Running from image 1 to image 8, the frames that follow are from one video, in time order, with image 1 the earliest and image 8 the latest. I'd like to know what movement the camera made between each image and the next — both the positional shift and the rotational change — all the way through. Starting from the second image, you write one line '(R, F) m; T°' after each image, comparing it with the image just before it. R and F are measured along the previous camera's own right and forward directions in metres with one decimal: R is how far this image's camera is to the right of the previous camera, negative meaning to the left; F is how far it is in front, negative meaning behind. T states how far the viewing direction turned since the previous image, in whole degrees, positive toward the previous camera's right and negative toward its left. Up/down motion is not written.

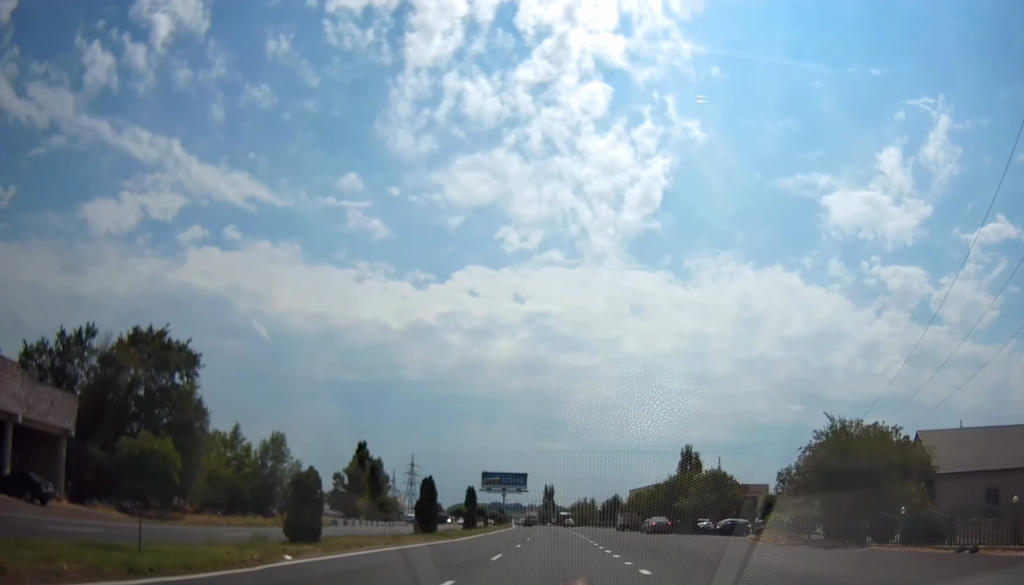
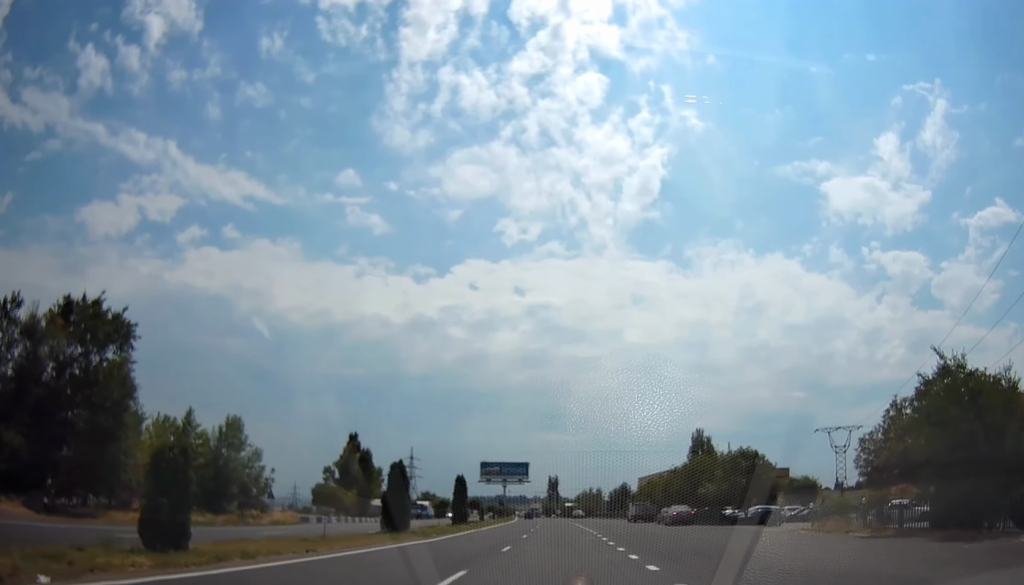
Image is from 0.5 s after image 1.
(-0.1, +8.8) m; -1°
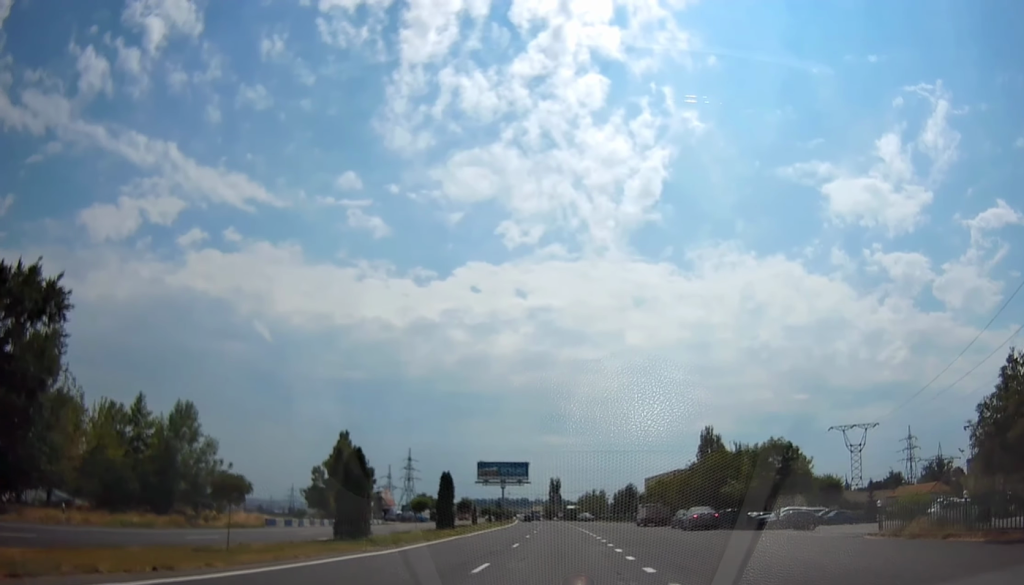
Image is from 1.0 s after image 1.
(0.0, +7.4) m; 0°
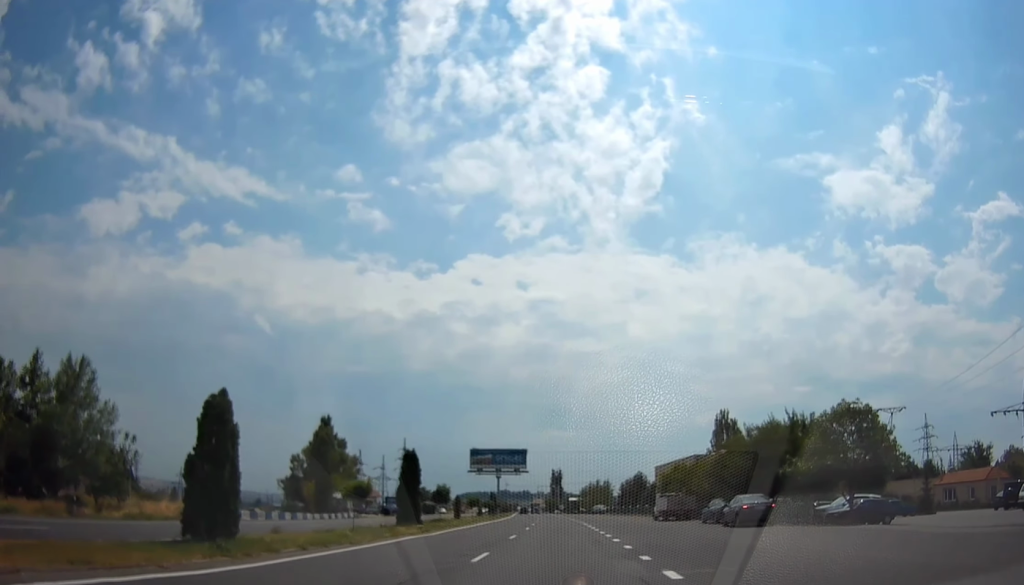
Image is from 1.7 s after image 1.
(0.0, +11.4) m; 0°
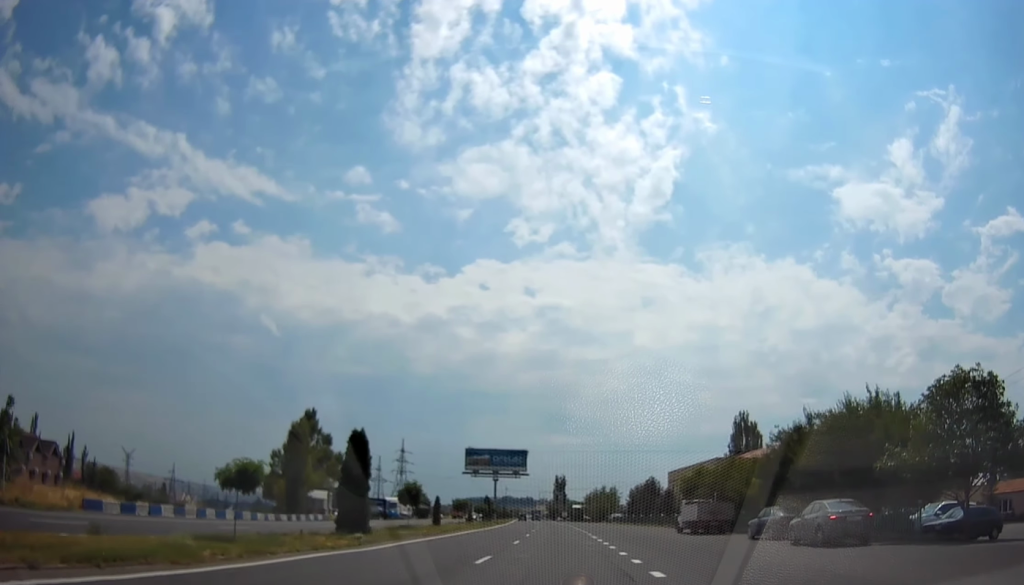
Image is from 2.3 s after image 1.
(0.0, +10.2) m; 0°
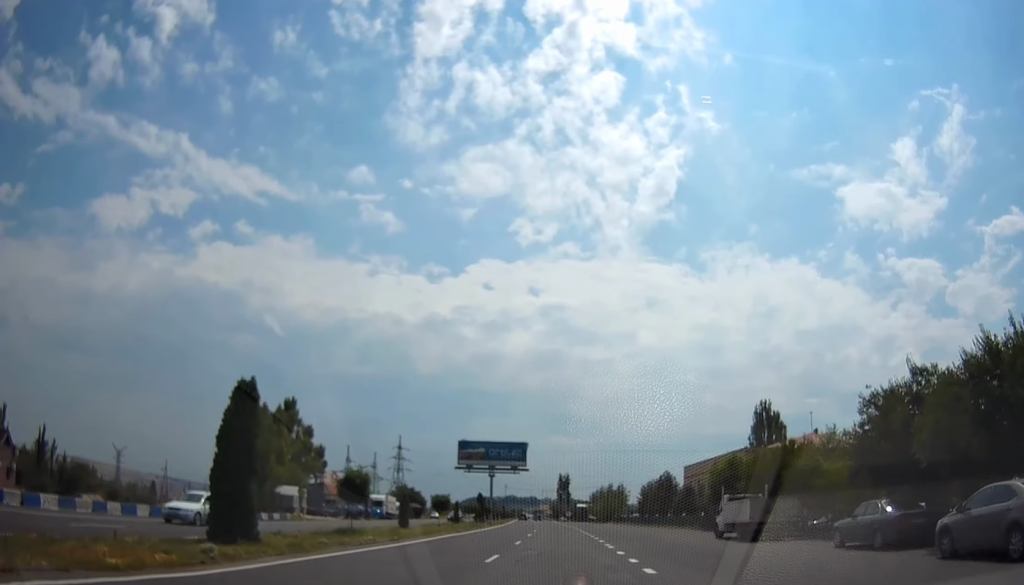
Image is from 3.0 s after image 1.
(0.0, +10.2) m; 0°
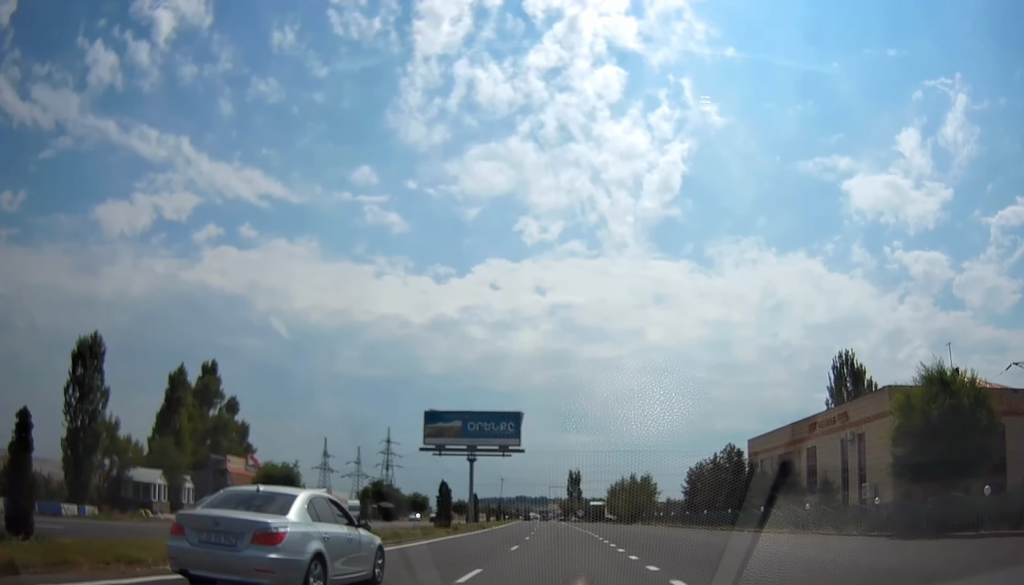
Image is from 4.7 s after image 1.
(-0.6, +27.9) m; -2°
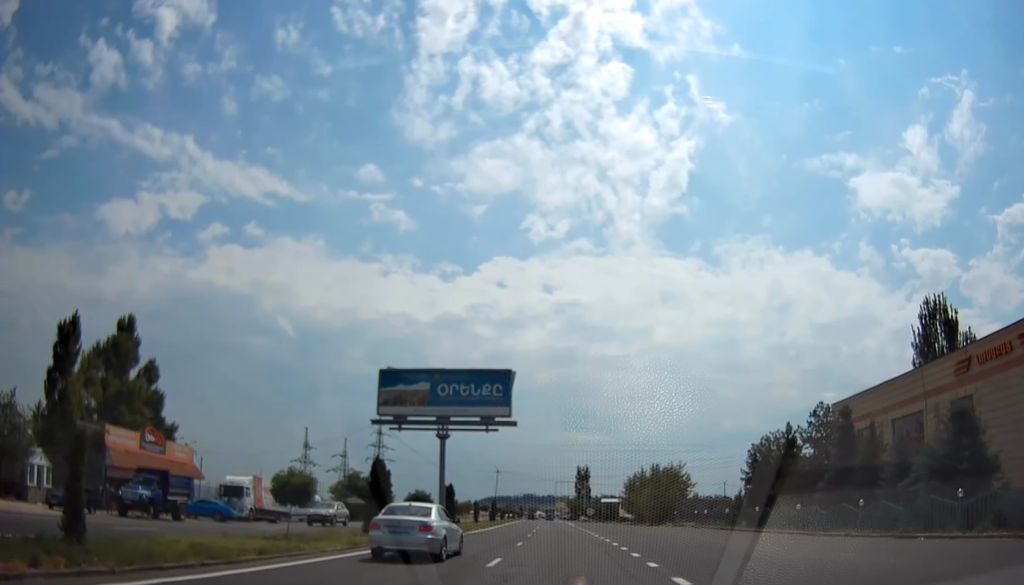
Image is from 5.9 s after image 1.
(+0.1, +18.5) m; 0°
